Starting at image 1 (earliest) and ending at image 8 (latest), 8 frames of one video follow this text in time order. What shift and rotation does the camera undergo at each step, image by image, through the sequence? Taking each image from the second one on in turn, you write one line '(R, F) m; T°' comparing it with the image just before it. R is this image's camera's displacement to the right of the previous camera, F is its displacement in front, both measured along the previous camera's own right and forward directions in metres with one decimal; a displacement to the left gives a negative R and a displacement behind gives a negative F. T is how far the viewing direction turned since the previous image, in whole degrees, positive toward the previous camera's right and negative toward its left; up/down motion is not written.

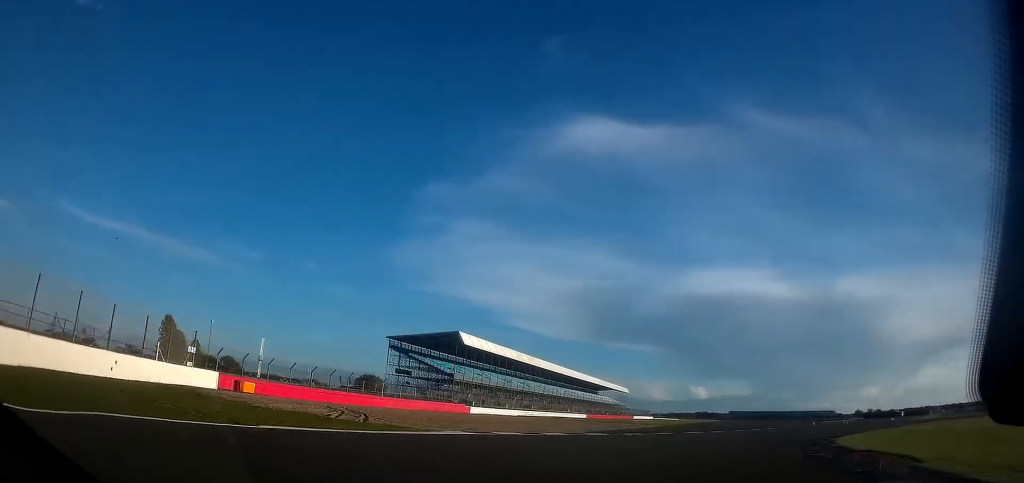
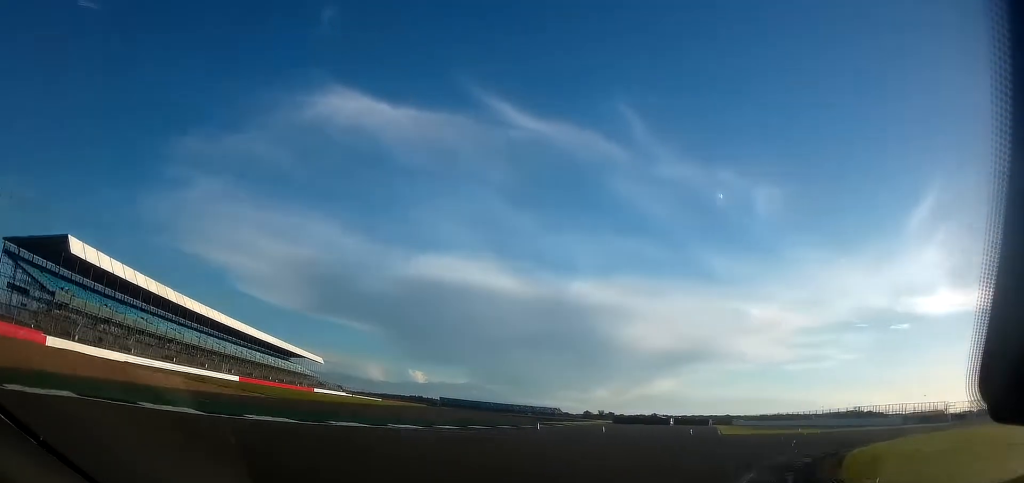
(+10.5, +28.2) m; +46°
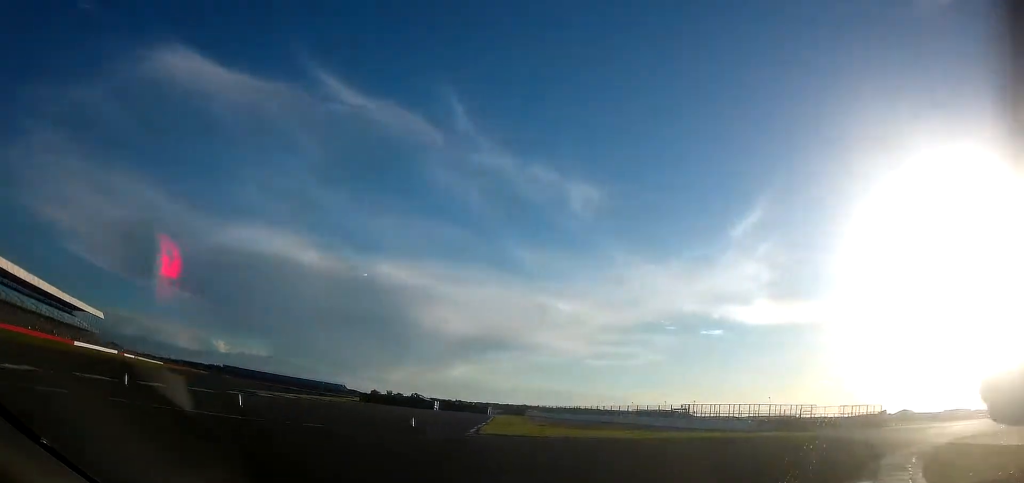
(+4.3, +19.3) m; +24°
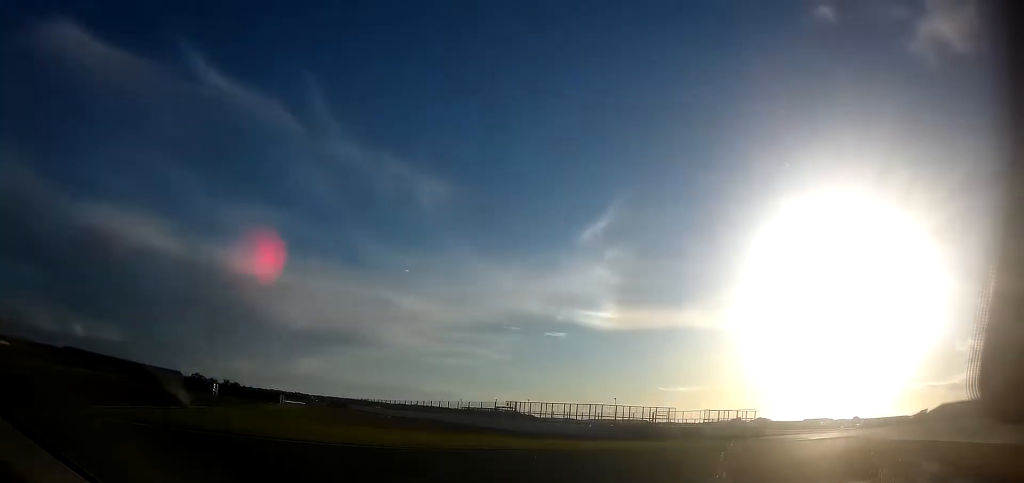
(+1.6, +12.7) m; +13°
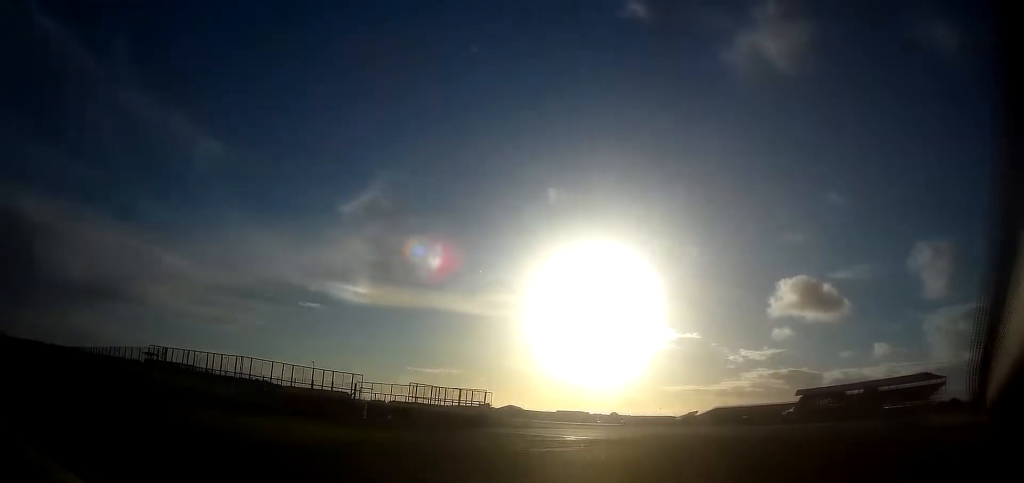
(+2.7, +21.1) m; +13°
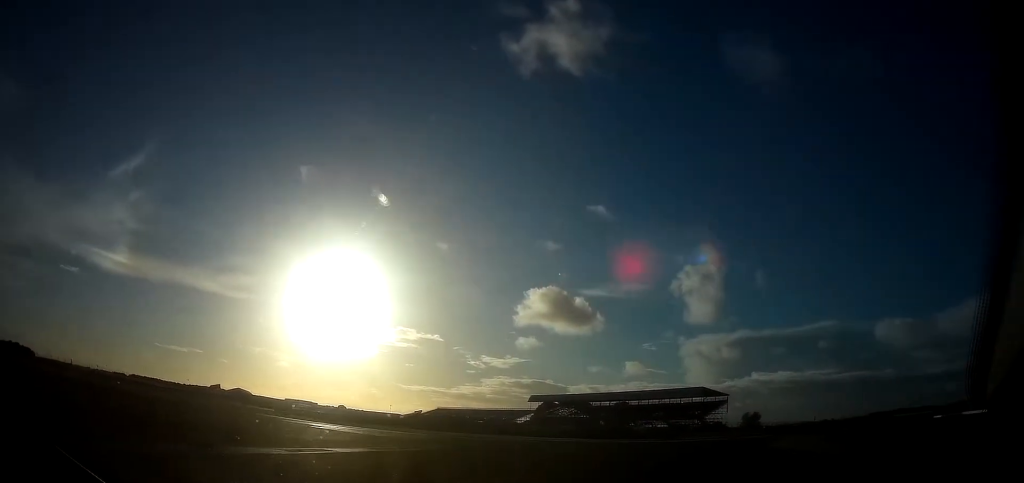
(+5.1, +44.9) m; +11°
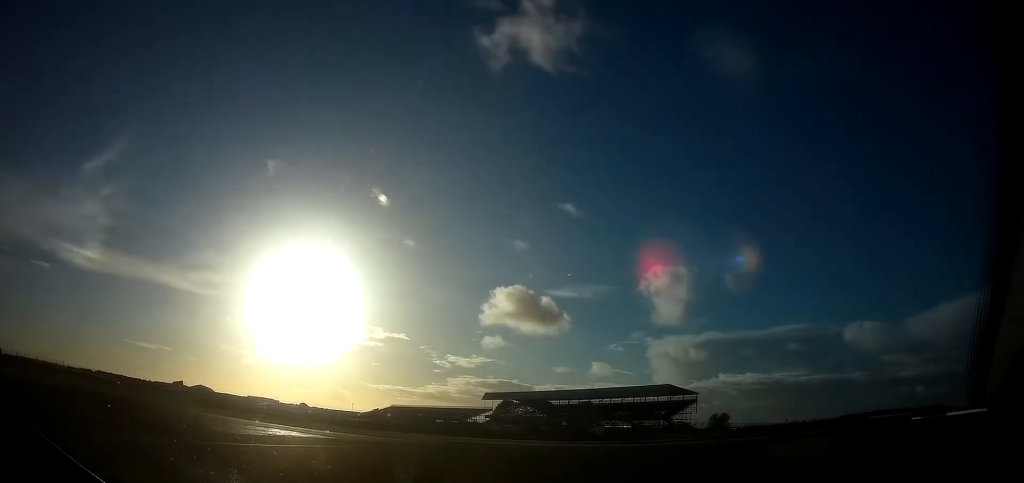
(+0.3, +15.3) m; +3°
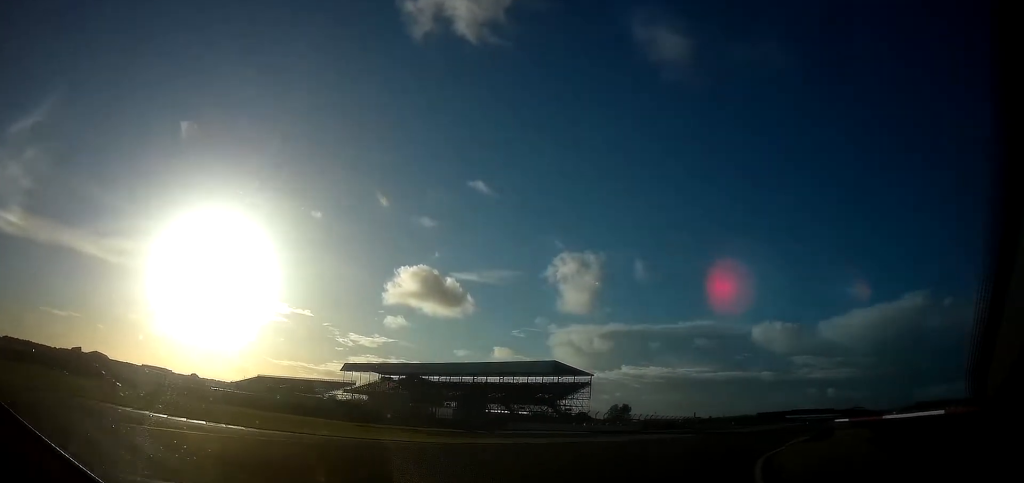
(+1.9, +30.5) m; +7°
